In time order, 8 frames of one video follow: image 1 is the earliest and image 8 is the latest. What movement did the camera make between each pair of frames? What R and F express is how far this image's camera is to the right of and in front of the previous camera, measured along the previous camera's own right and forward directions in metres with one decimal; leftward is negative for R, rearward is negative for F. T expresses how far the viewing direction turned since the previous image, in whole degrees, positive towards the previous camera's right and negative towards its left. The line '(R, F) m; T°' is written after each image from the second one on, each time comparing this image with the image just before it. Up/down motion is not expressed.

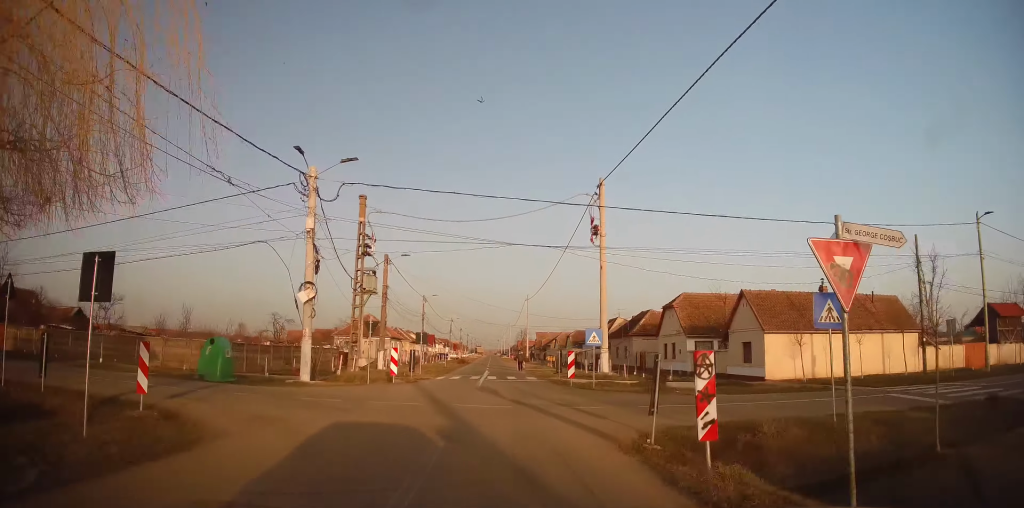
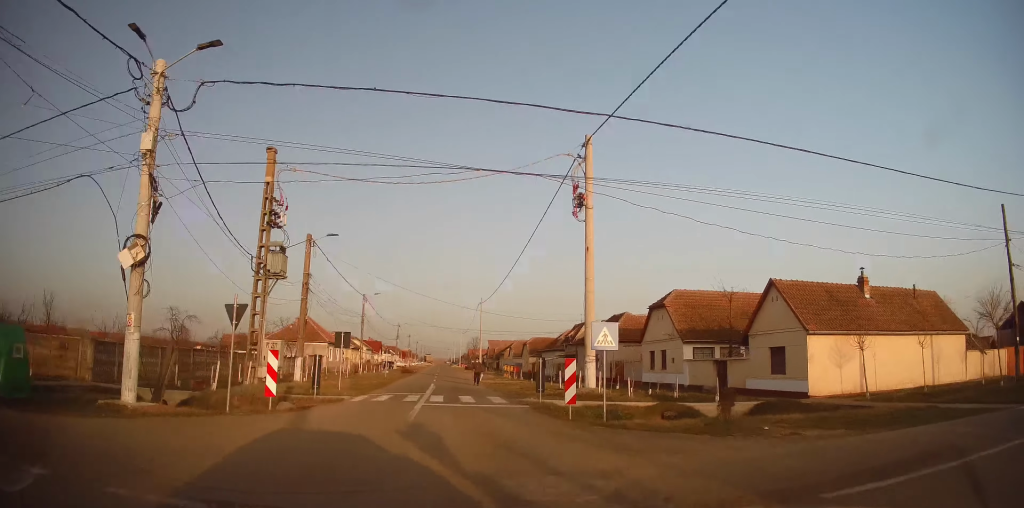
(-0.3, +10.6) m; +5°
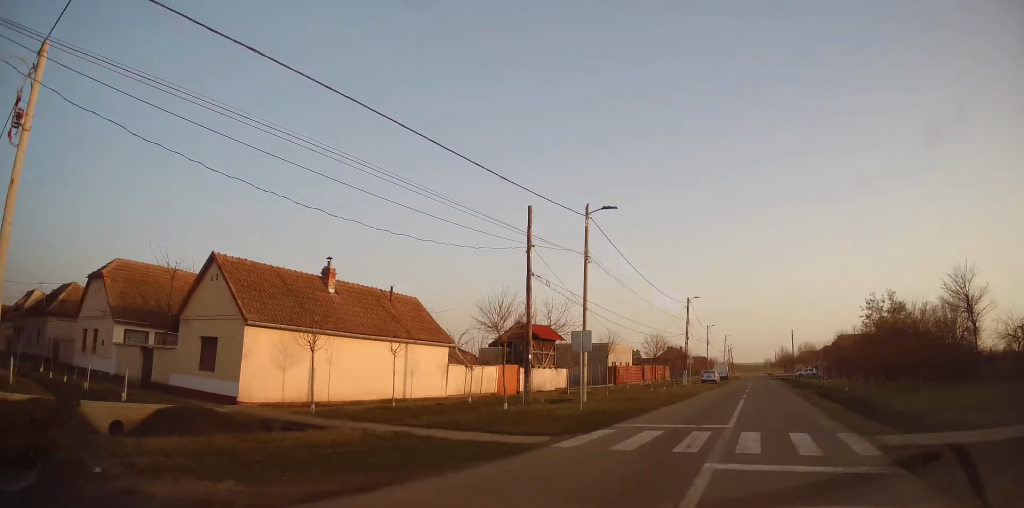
(+1.5, +6.4) m; +40°
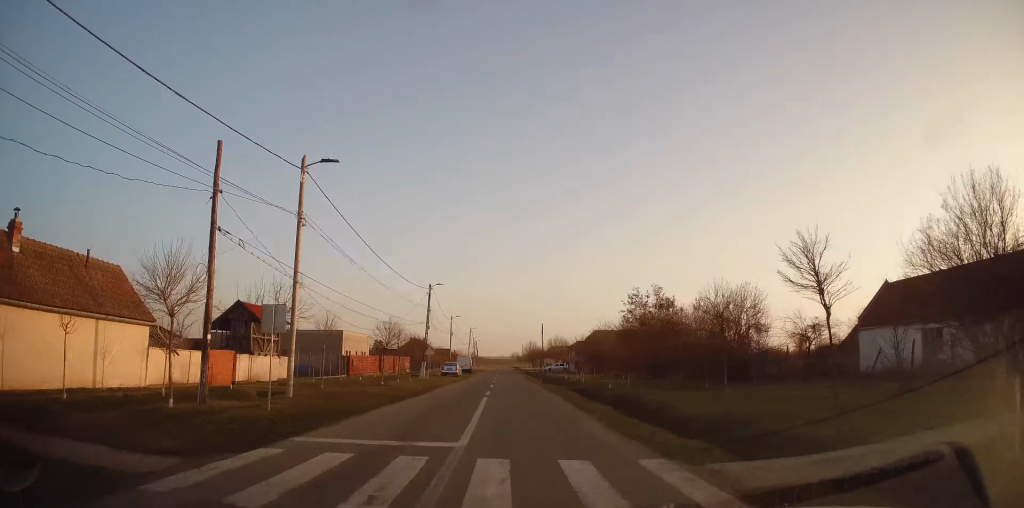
(+1.1, +3.6) m; +38°
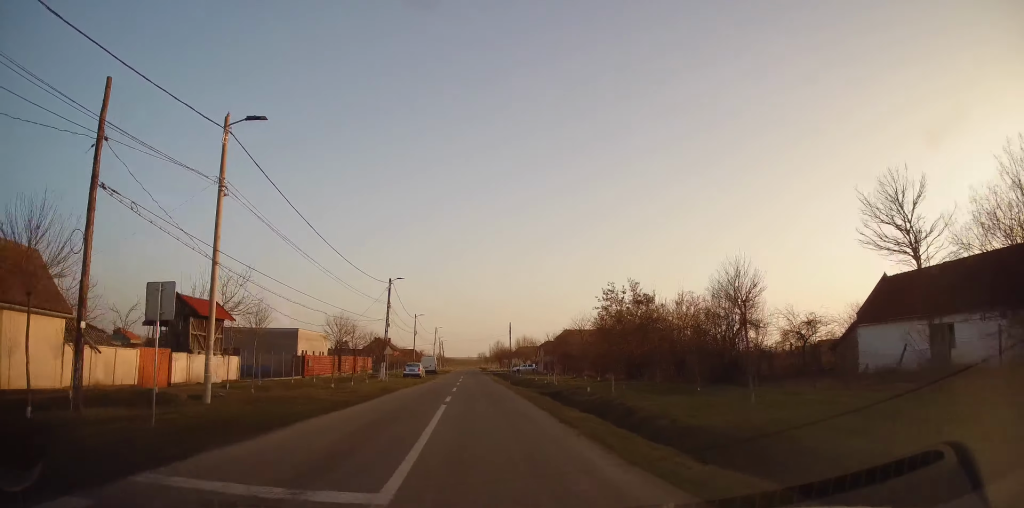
(+0.8, +2.9) m; +8°
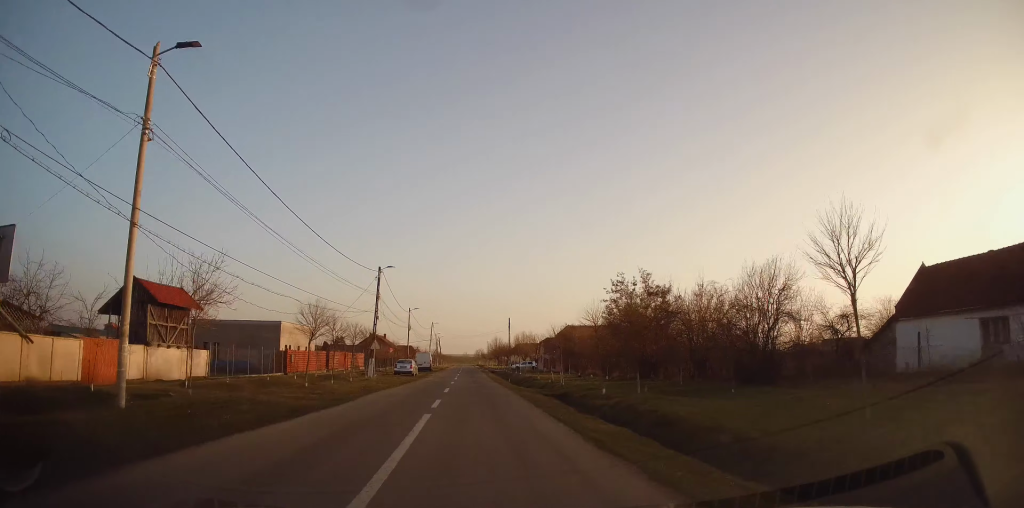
(+0.4, +3.1) m; +5°
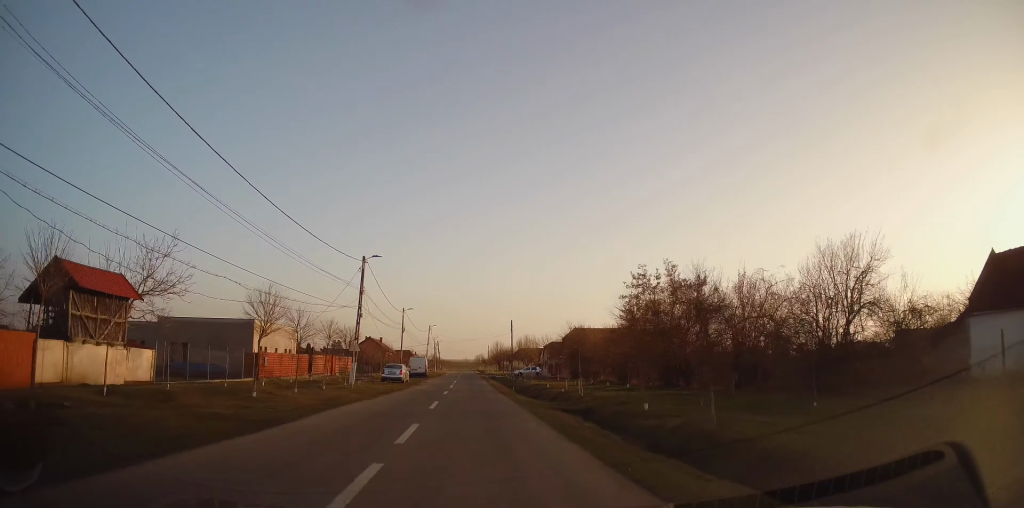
(-0.2, +4.8) m; -3°
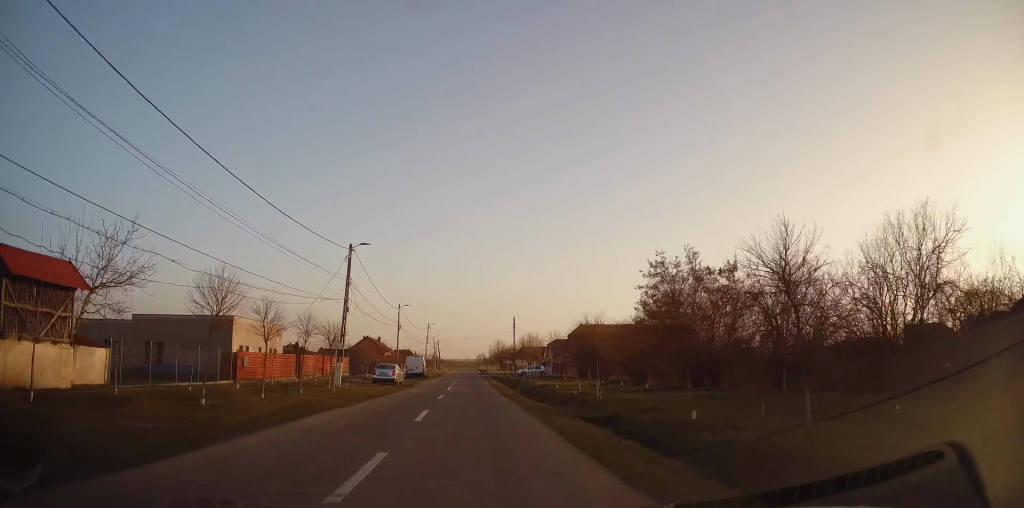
(0.0, +3.2) m; 0°
